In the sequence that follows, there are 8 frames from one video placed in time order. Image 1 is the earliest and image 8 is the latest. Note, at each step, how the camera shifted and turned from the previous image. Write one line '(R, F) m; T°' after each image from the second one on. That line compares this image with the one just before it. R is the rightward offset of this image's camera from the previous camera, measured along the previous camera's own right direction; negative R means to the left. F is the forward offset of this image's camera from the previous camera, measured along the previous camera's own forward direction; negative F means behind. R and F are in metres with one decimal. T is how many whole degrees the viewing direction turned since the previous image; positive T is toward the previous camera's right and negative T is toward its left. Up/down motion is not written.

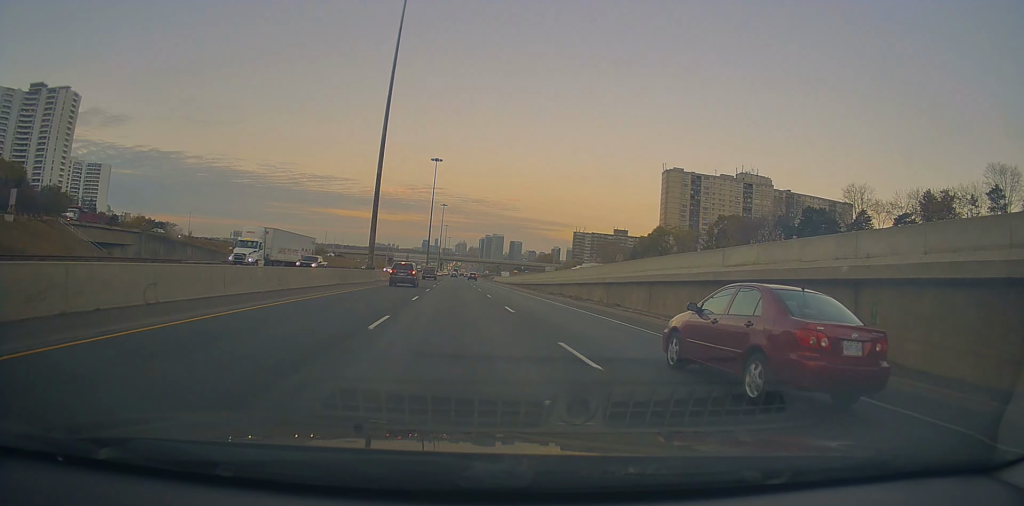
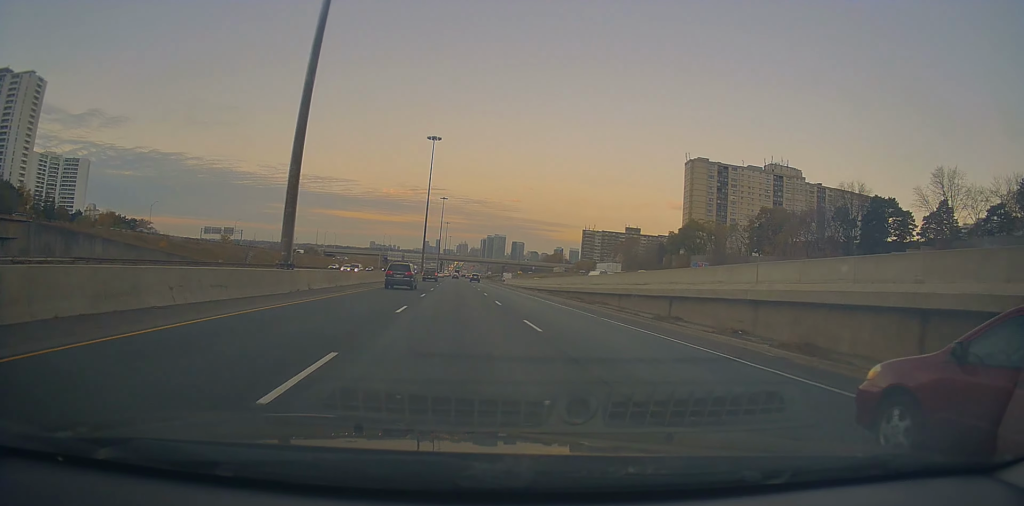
(-0.3, +30.2) m; +1°
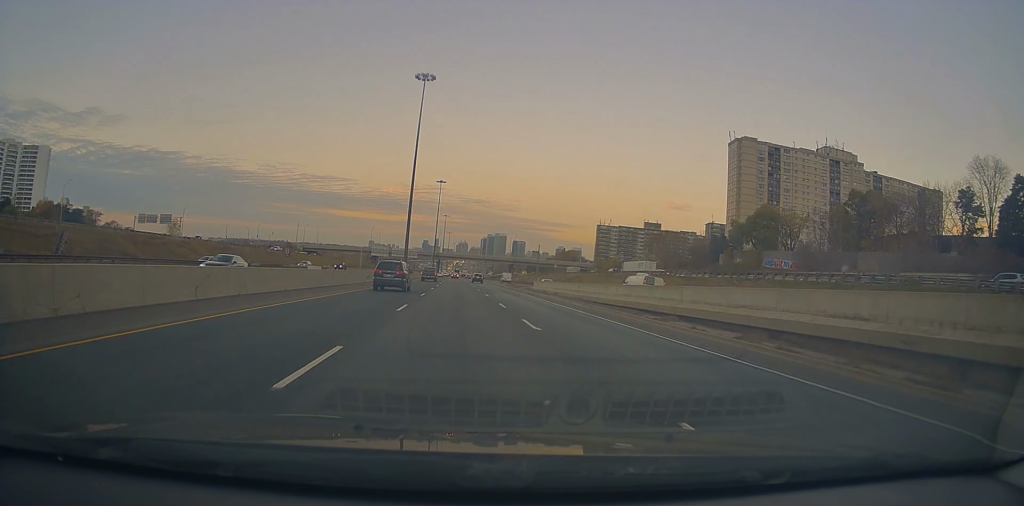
(+0.7, +47.2) m; 0°
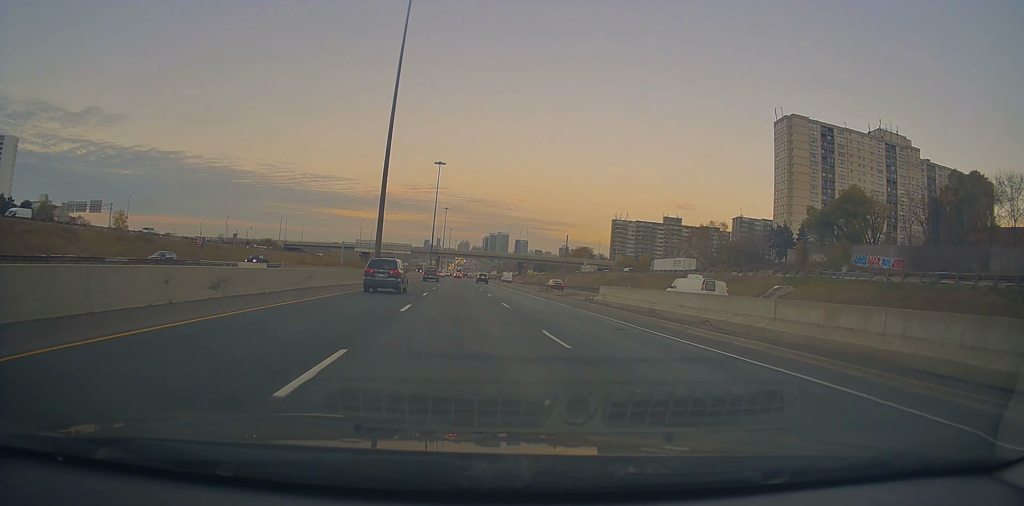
(-0.6, +36.0) m; -1°
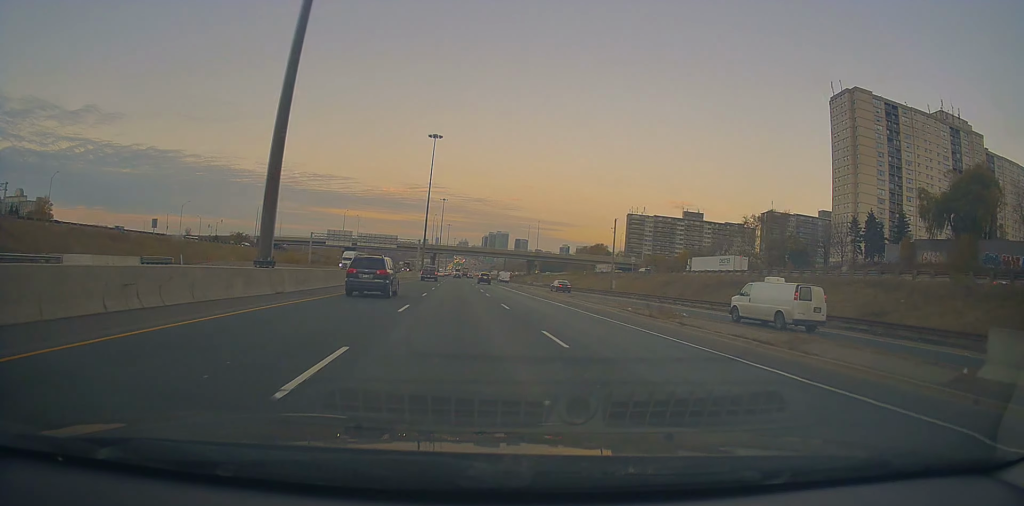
(0.0, +35.7) m; -1°
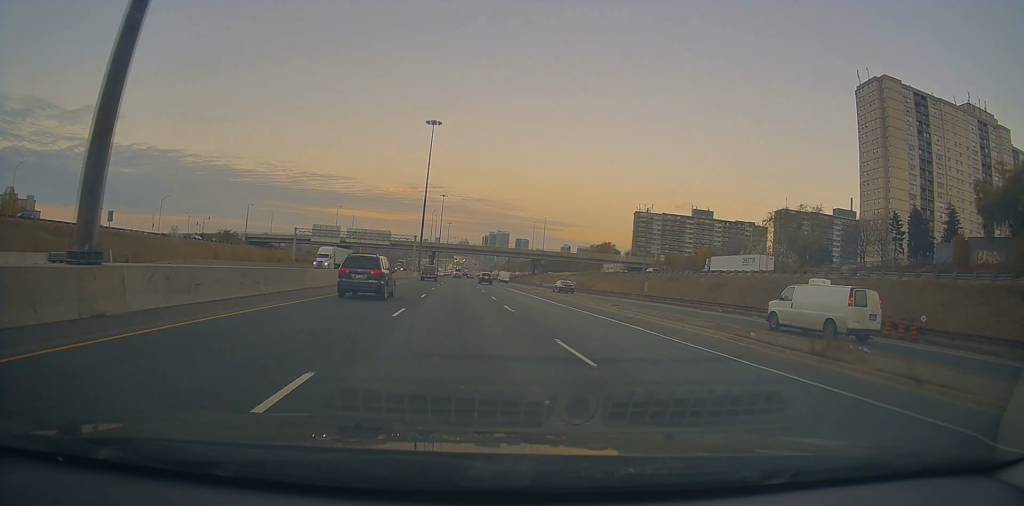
(-0.1, +13.6) m; 0°
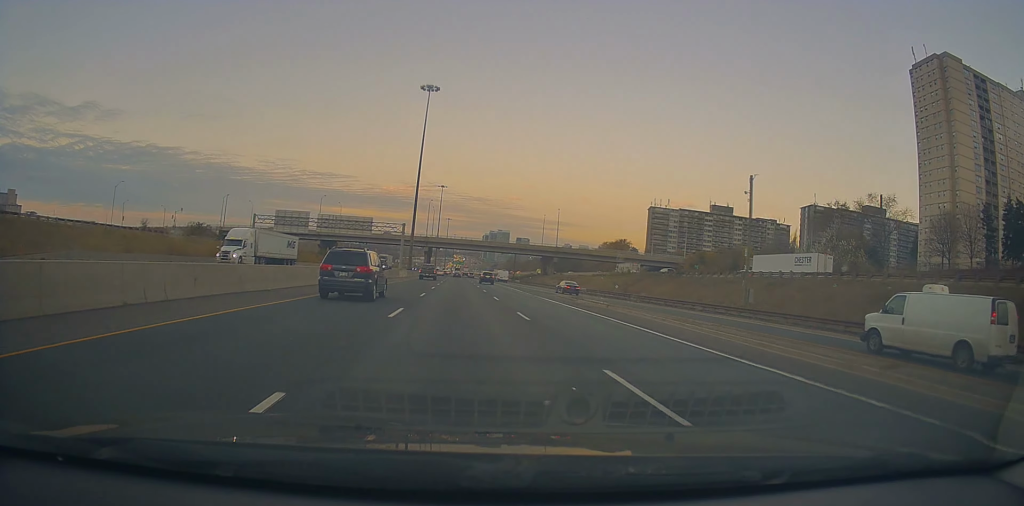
(0.0, +24.9) m; +1°
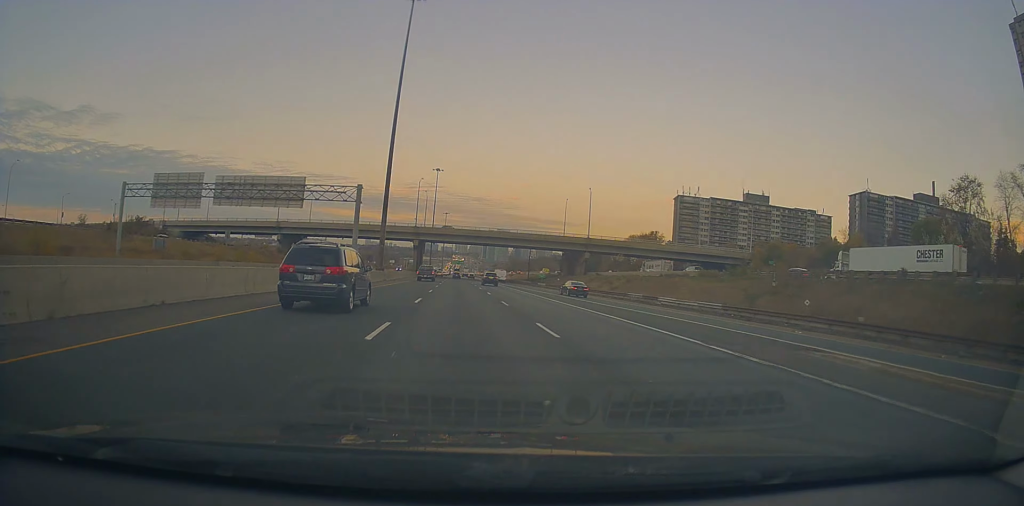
(+0.6, +39.8) m; +1°
